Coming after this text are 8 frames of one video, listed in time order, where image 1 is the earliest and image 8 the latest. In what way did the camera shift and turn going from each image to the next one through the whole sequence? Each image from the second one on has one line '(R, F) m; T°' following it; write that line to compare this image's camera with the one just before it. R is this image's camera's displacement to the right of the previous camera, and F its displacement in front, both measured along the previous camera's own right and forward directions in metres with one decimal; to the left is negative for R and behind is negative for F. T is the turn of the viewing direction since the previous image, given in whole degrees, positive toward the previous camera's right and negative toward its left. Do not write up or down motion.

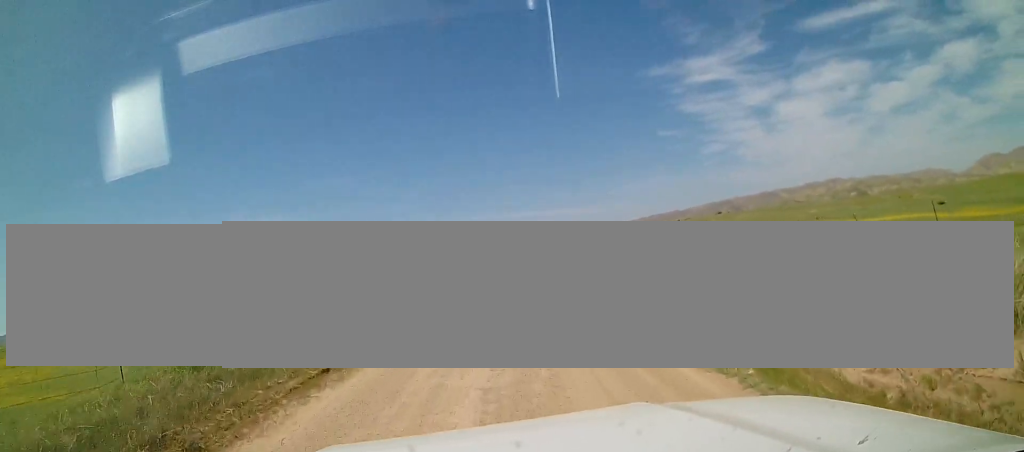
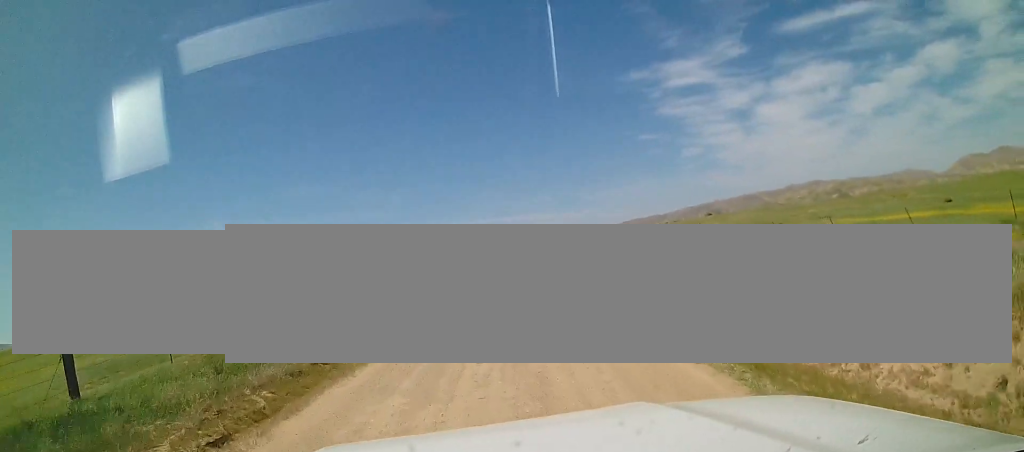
(+0.1, +4.7) m; +3°
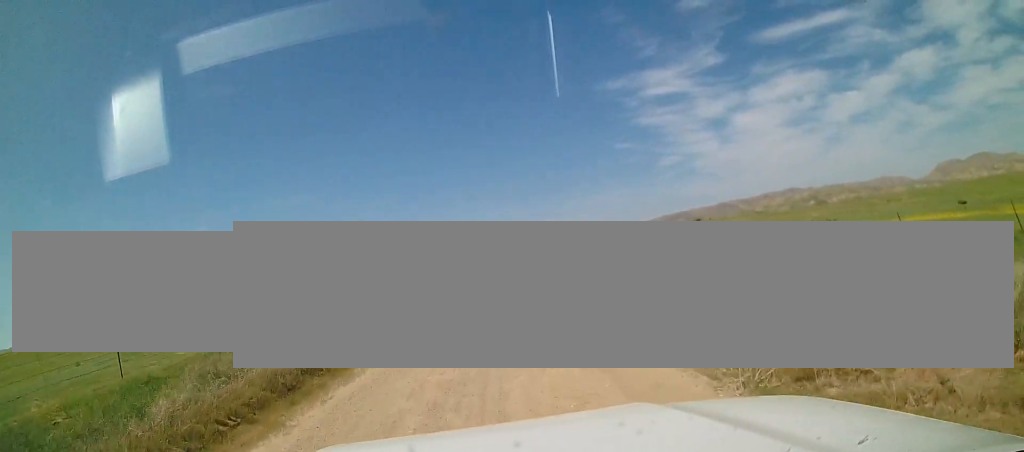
(+0.3, +6.4) m; +2°
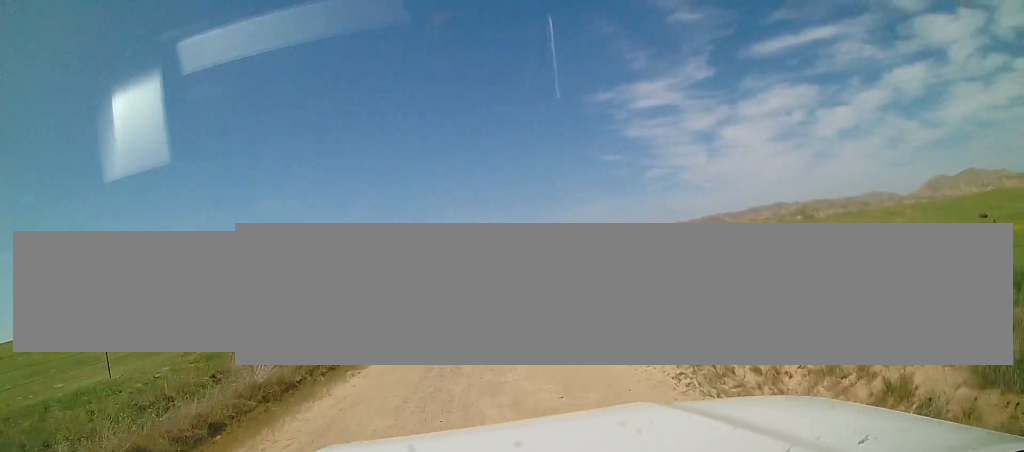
(+0.1, +5.3) m; +1°
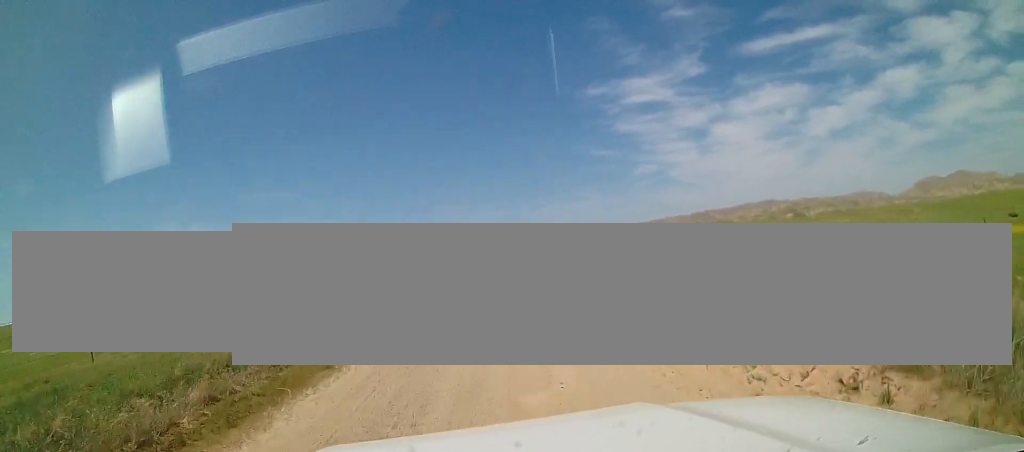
(-0.1, +6.1) m; +1°
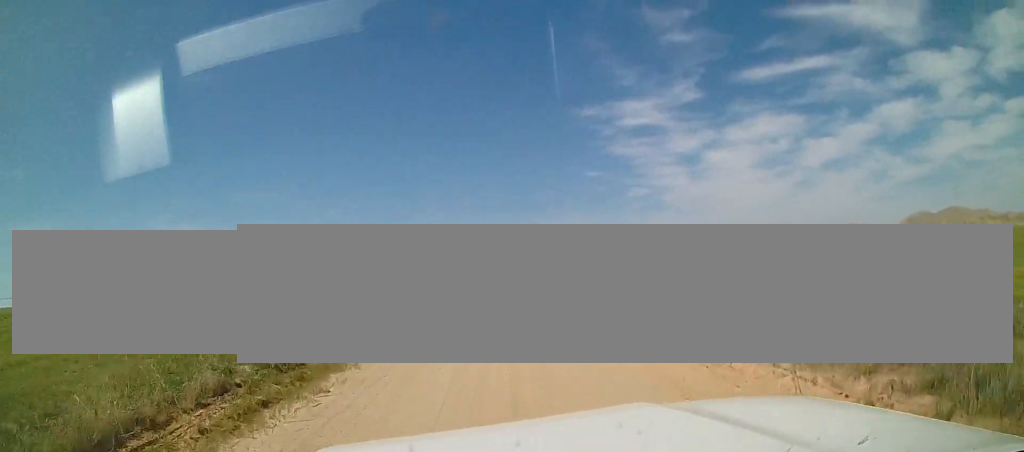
(+0.1, +8.5) m; +1°
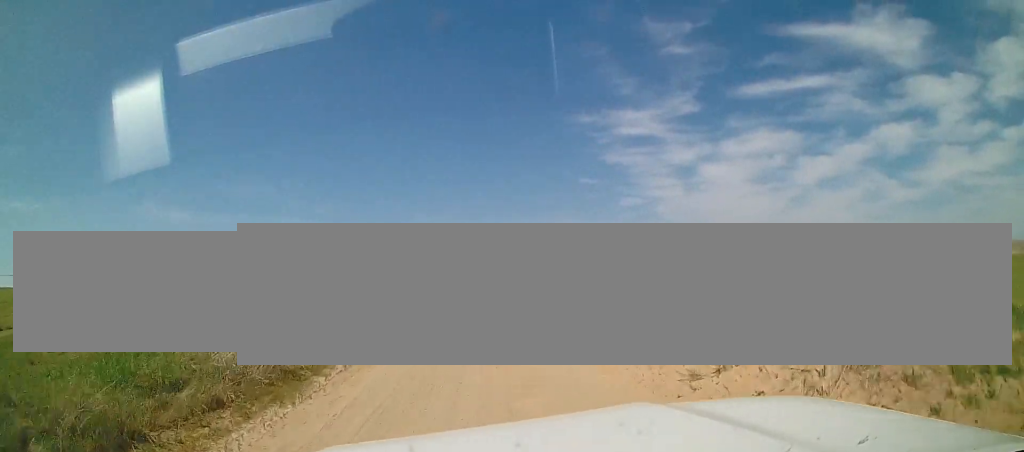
(+0.2, +7.2) m; 0°
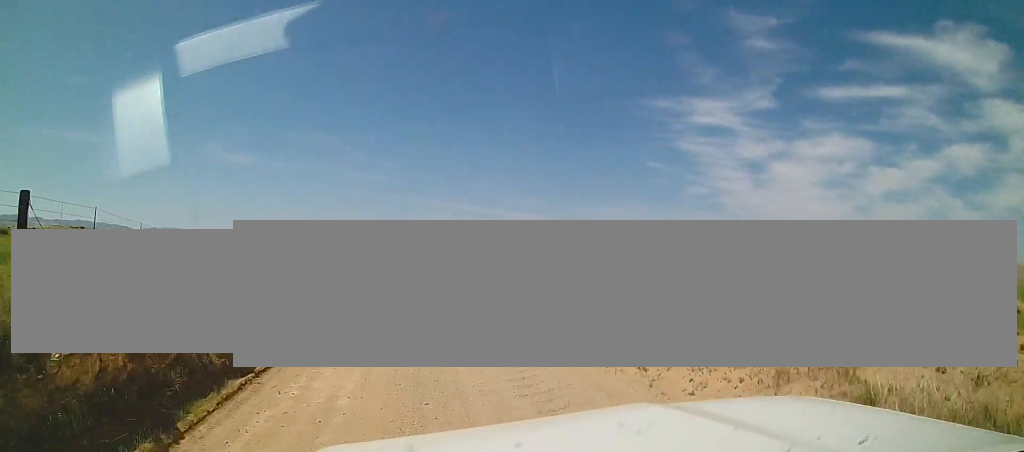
(-0.2, +29.1) m; 0°
